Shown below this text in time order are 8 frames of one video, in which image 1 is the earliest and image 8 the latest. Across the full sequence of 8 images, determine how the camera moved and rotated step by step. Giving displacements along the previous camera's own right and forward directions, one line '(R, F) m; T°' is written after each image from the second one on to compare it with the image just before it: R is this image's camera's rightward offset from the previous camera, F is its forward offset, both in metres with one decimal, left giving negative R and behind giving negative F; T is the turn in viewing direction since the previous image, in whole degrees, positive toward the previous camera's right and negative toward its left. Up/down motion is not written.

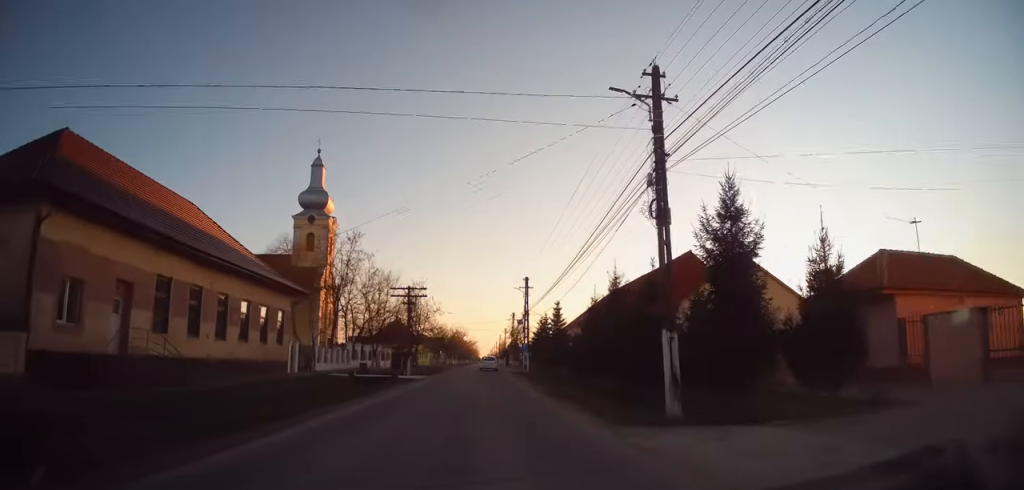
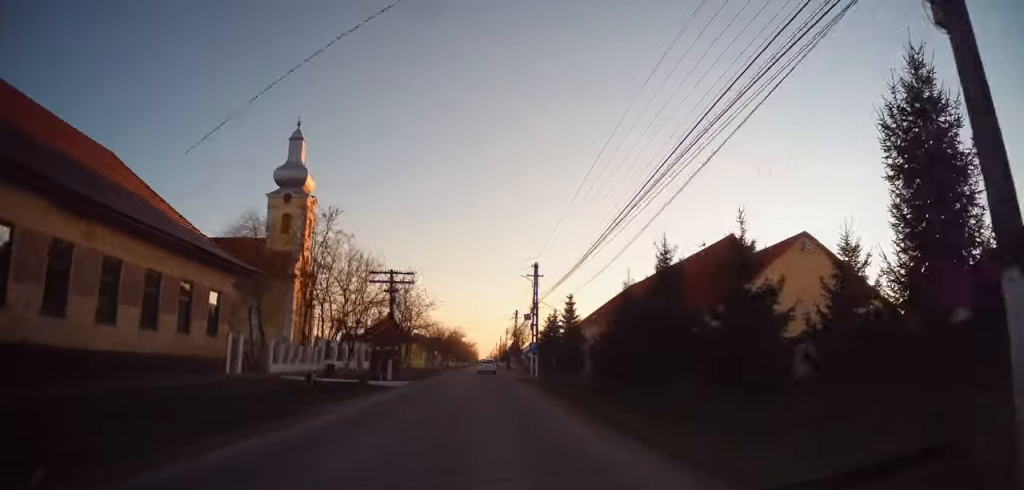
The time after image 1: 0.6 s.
(0.0, +8.4) m; 0°
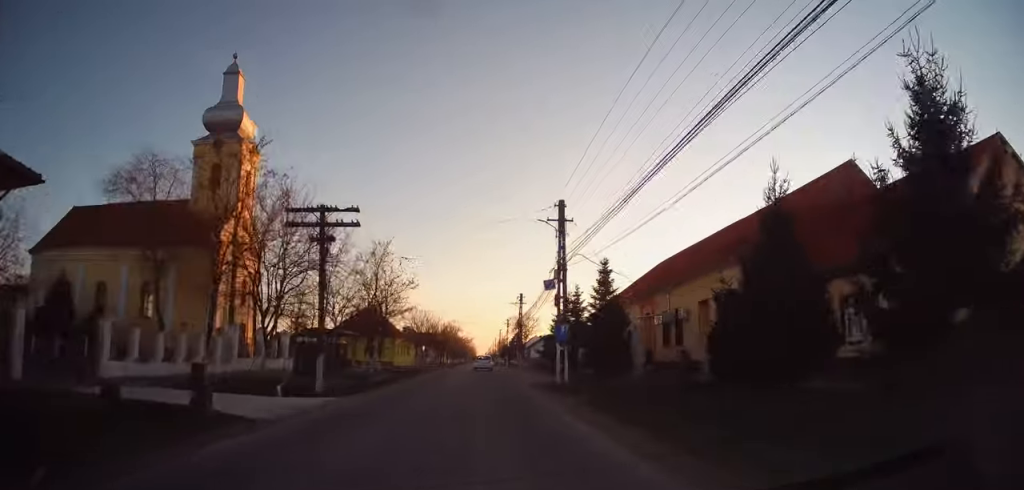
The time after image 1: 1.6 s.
(0.0, +14.9) m; 0°
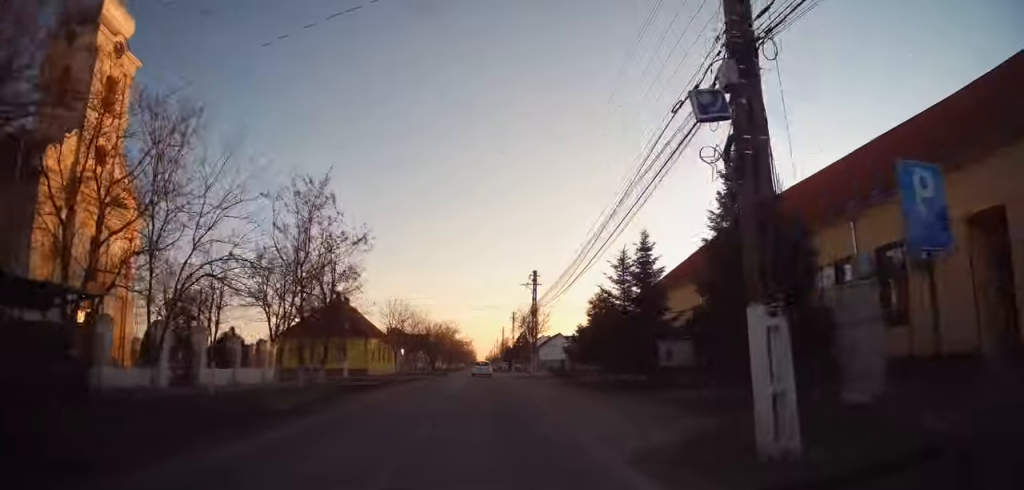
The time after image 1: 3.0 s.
(0.0, +19.2) m; 0°
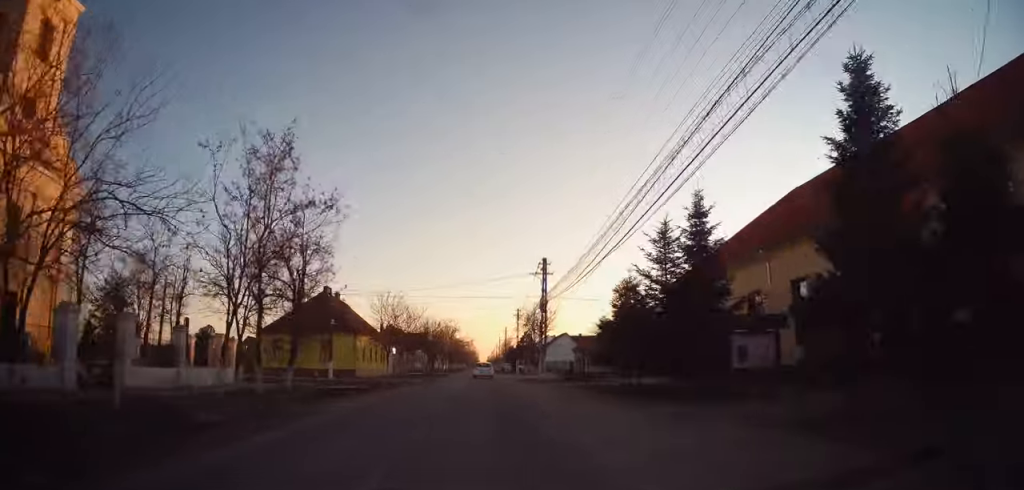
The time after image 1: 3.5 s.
(0.0, +6.3) m; +1°
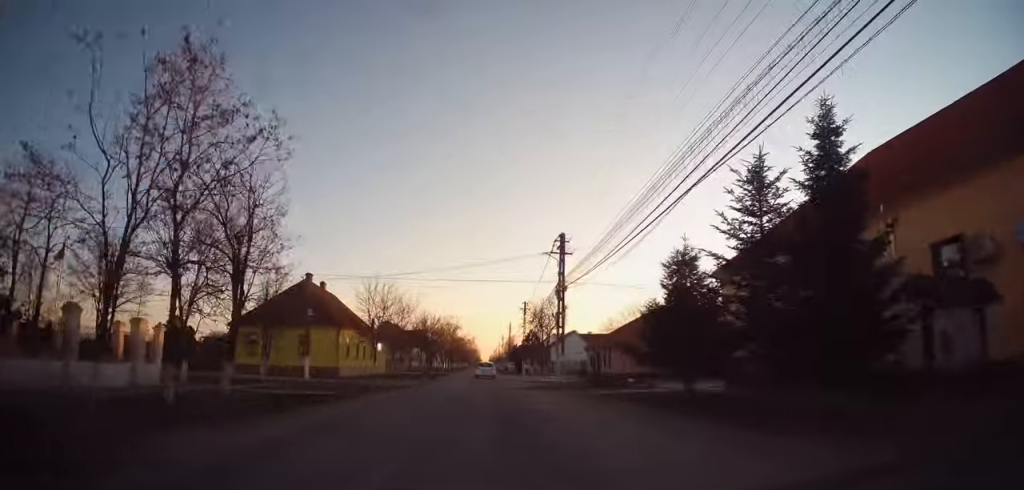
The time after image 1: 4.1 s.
(-0.1, +7.5) m; +1°
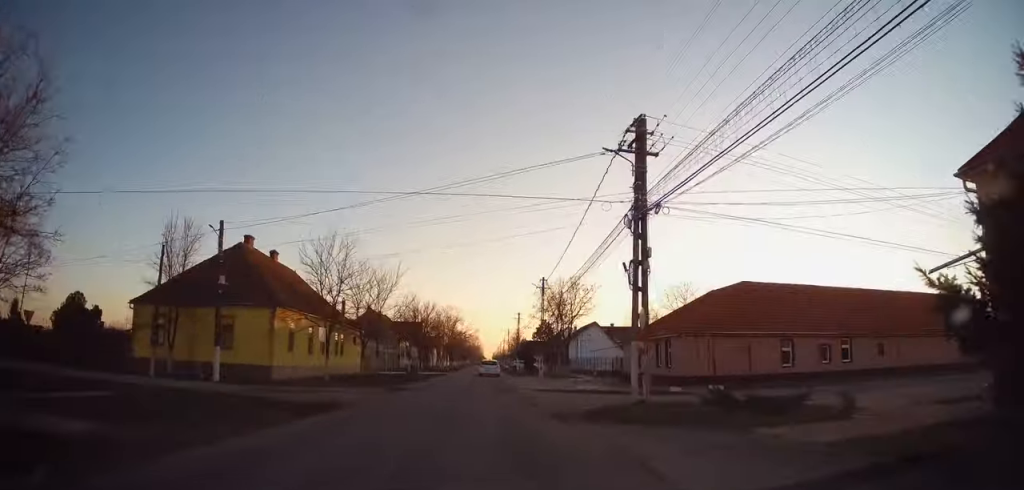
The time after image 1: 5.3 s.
(+0.2, +14.7) m; 0°
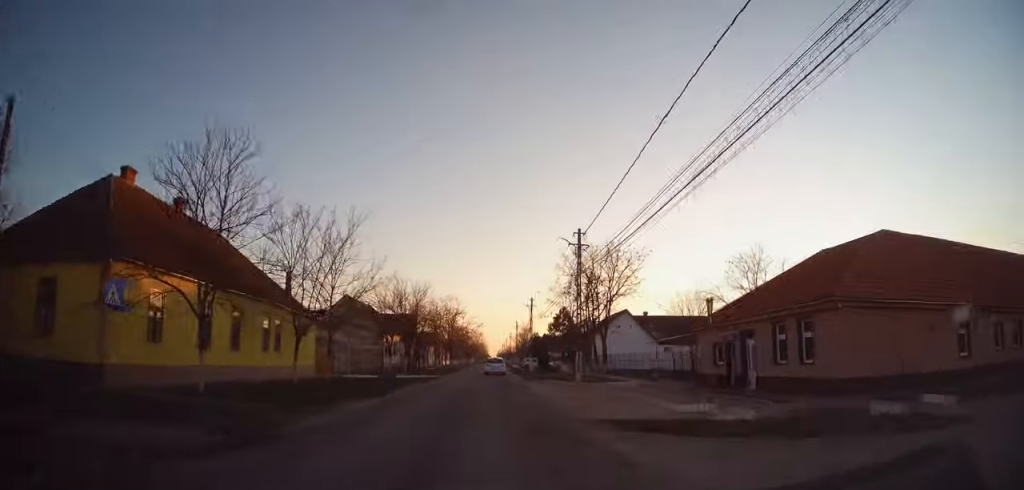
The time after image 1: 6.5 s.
(-0.3, +14.6) m; -1°
